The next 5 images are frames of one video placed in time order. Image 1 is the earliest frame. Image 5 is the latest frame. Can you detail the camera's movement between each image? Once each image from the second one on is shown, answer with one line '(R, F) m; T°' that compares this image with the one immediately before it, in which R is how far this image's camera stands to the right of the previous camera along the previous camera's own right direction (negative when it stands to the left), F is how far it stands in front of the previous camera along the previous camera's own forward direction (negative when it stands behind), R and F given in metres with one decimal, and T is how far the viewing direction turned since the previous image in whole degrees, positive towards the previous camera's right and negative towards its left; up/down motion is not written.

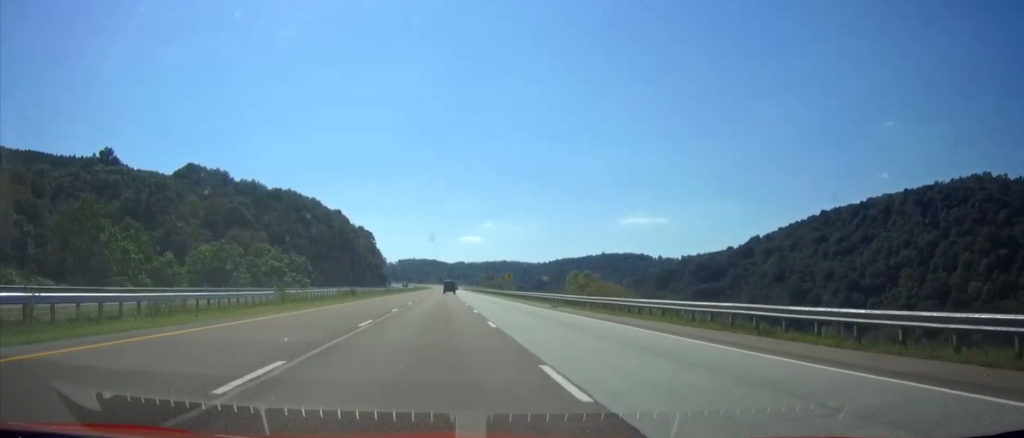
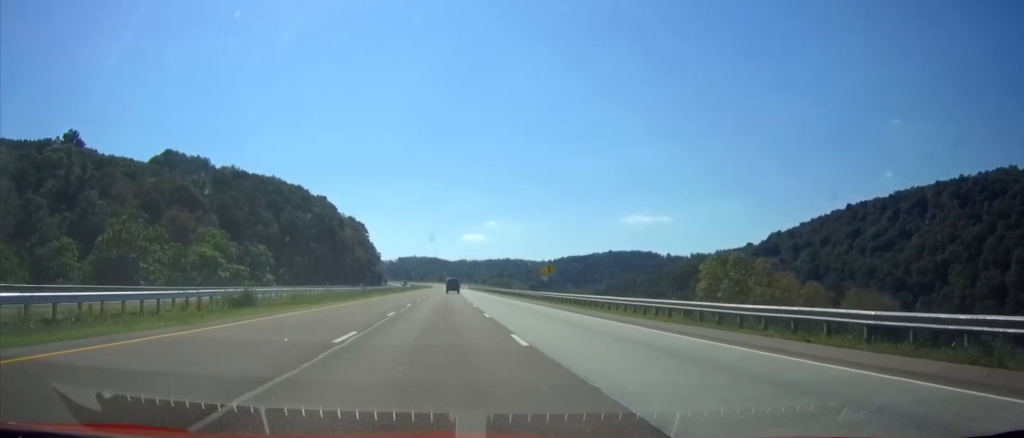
(0.0, +41.6) m; 0°
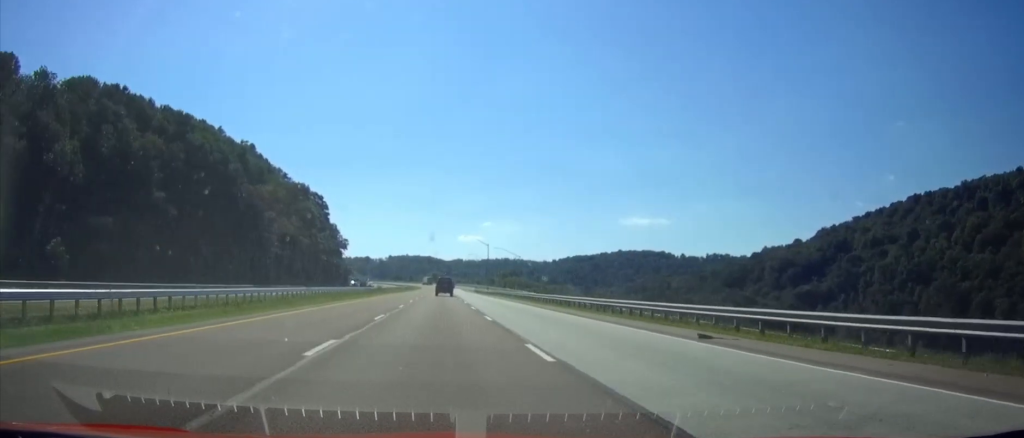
(+0.2, +100.1) m; 0°
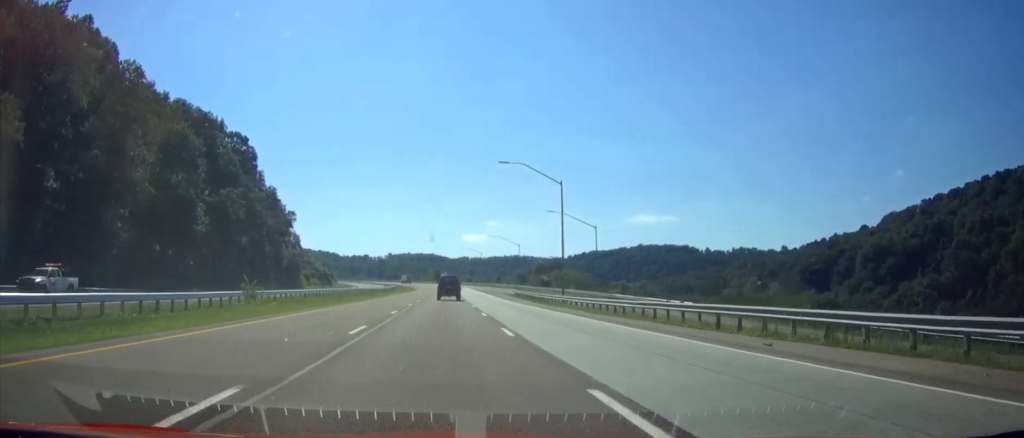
(-0.6, +90.8) m; -1°
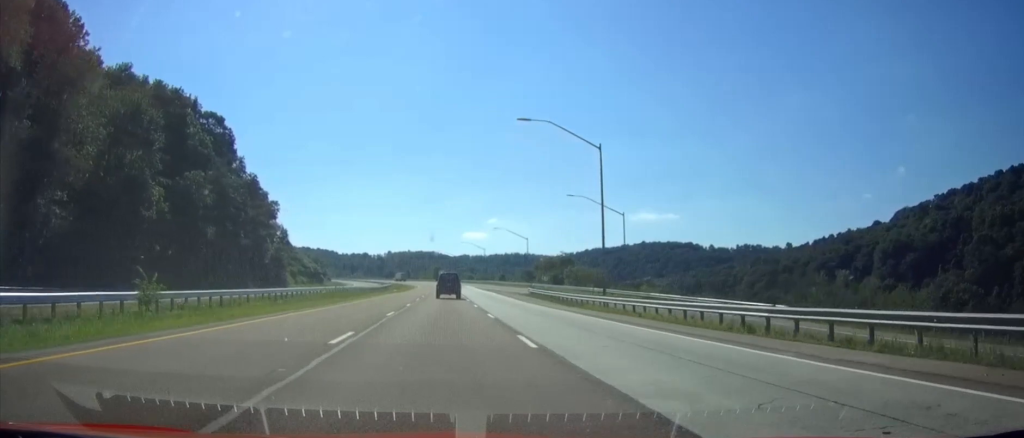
(0.0, +15.3) m; 0°
